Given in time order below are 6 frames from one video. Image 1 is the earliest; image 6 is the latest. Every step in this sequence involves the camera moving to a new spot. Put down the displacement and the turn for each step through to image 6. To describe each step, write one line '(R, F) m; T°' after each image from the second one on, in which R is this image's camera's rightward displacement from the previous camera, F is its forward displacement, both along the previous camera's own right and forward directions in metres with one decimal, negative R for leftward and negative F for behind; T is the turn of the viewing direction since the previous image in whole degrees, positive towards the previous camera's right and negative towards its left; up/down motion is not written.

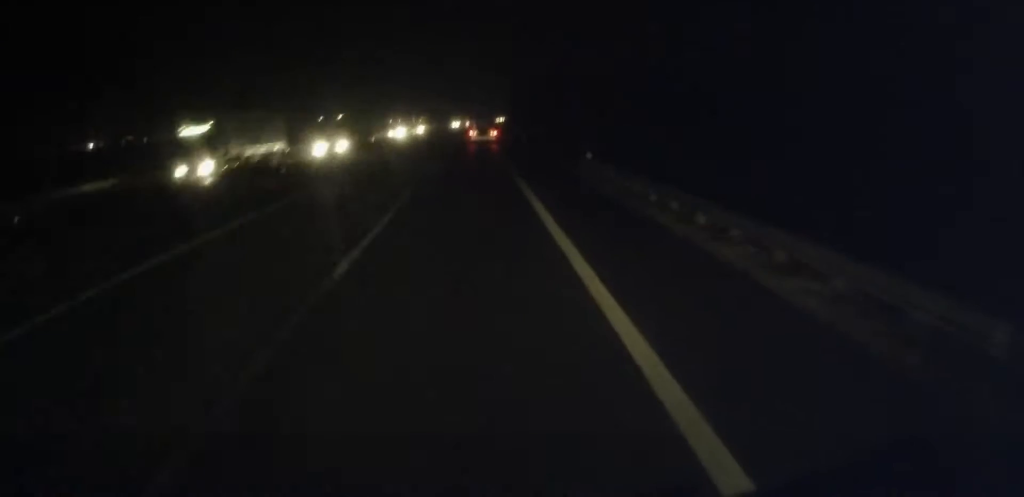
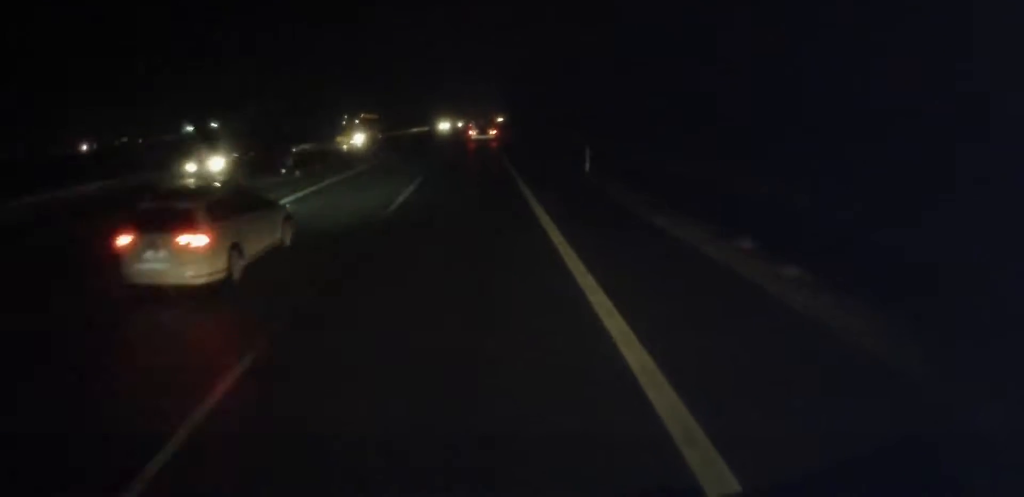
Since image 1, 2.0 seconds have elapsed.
(+0.1, +47.6) m; 0°
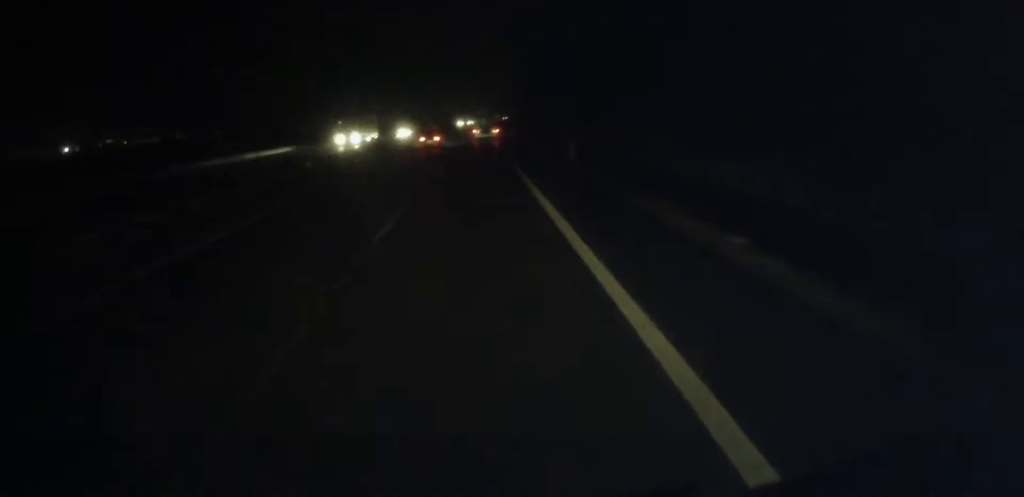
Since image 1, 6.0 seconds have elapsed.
(0.0, +94.1) m; 0°
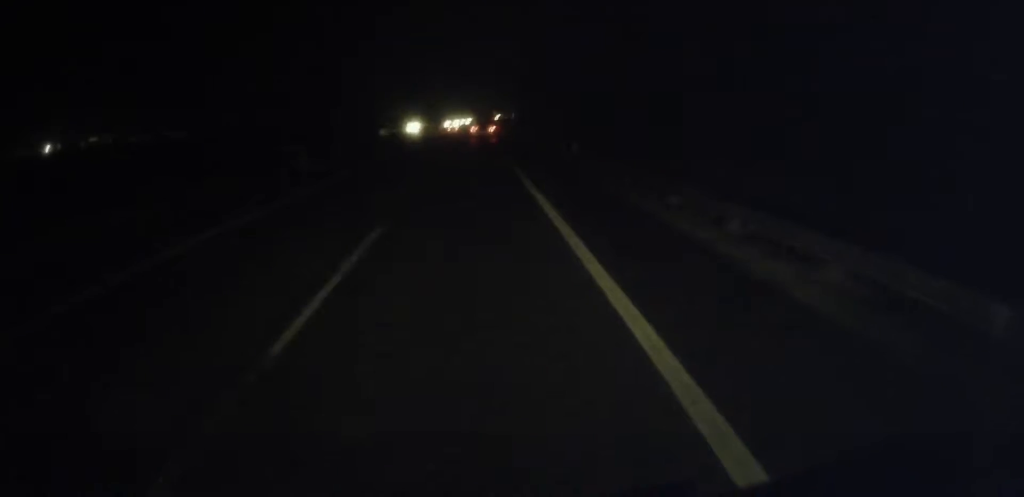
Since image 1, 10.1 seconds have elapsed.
(+0.1, +96.4) m; +1°
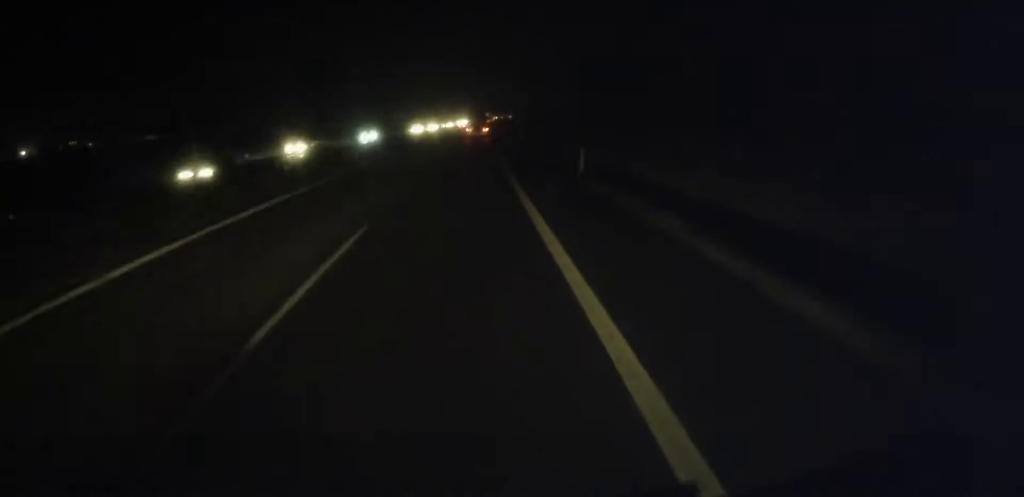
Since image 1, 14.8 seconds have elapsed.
(+0.9, +108.4) m; 0°
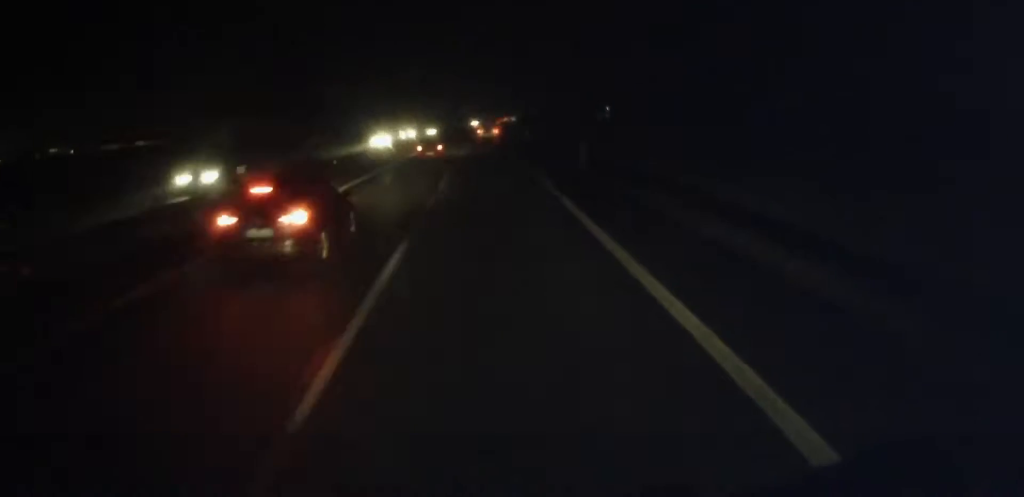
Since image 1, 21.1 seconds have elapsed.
(-0.3, +146.1) m; 0°
